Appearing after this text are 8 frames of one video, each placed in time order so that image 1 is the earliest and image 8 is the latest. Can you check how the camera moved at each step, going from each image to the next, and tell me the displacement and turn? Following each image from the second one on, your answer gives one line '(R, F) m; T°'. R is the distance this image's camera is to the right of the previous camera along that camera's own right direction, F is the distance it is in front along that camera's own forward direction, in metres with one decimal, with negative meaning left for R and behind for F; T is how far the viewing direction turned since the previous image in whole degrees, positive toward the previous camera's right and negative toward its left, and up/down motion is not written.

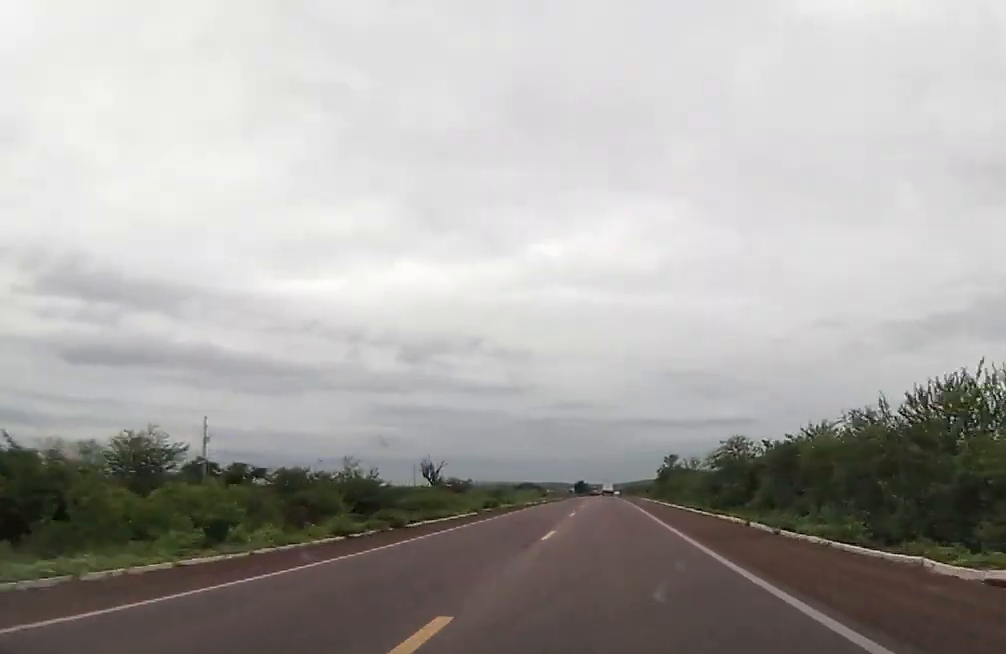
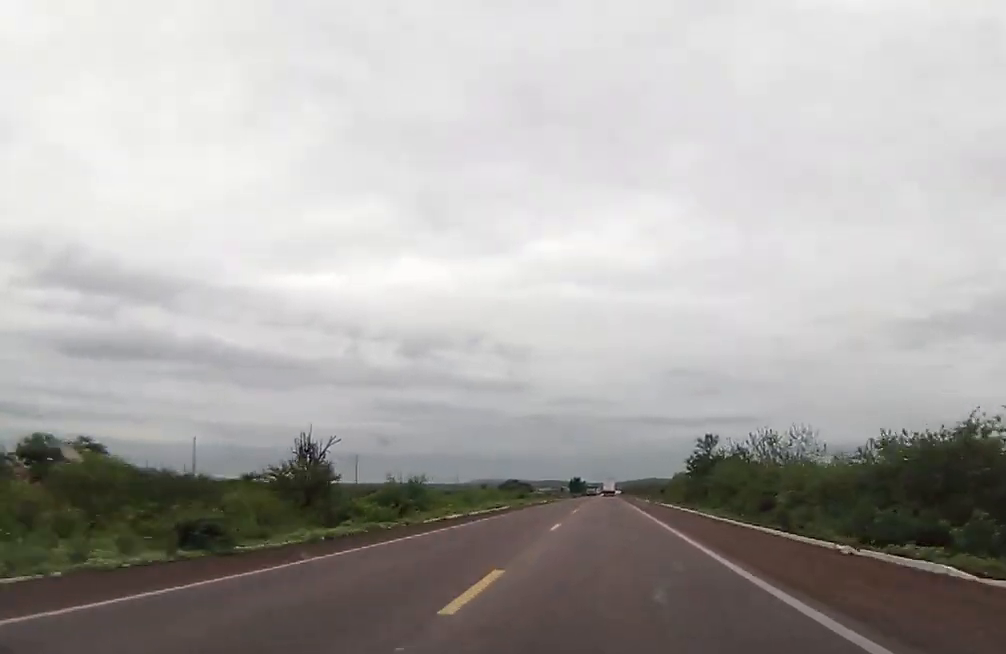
(-0.1, +44.6) m; 0°
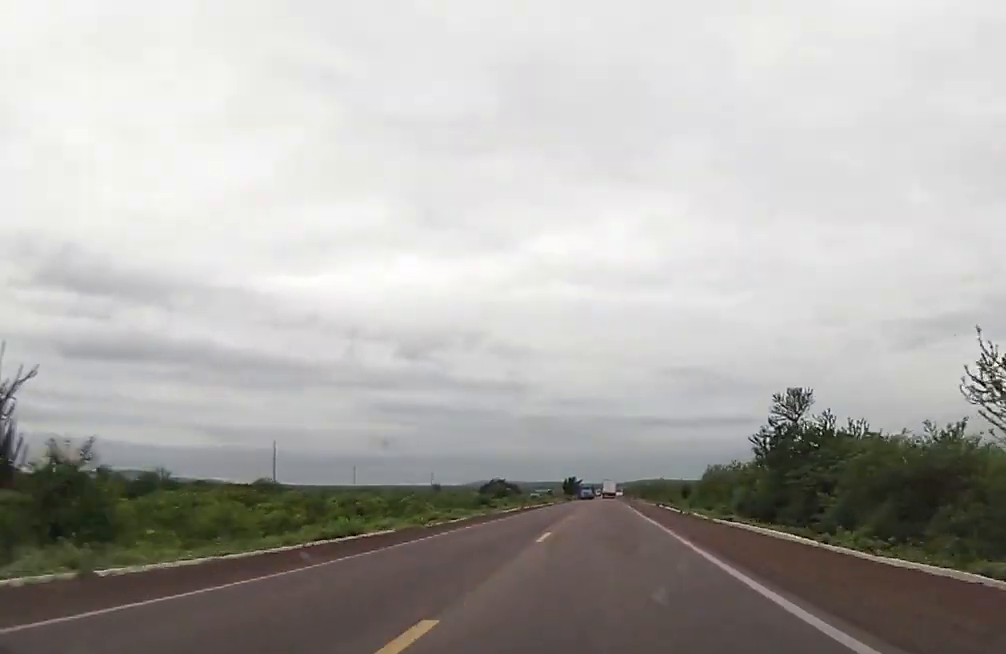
(0.0, +36.8) m; +1°
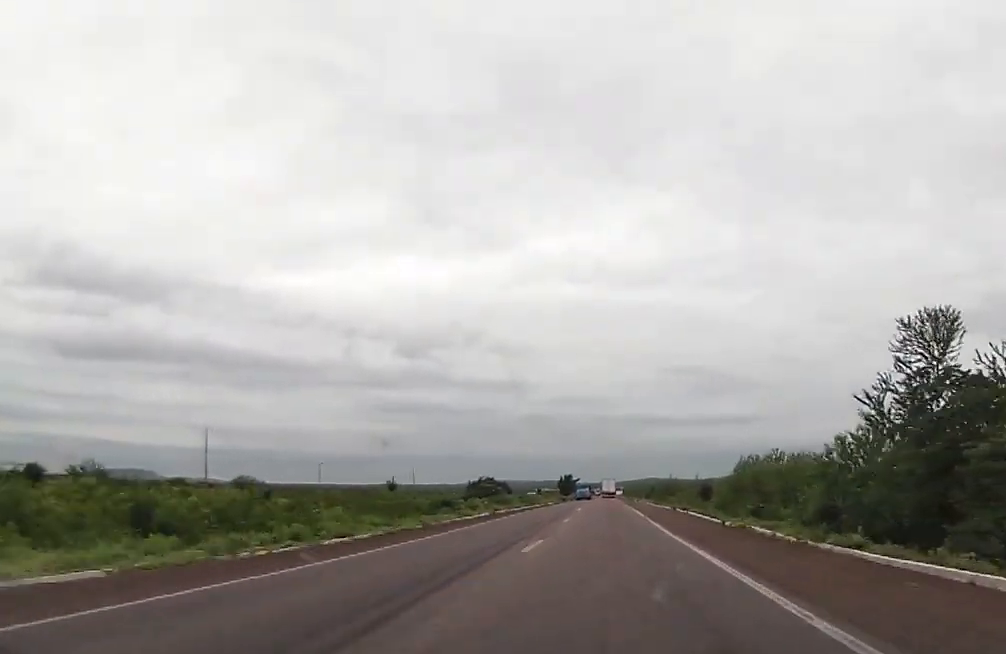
(+0.2, +19.5) m; 0°
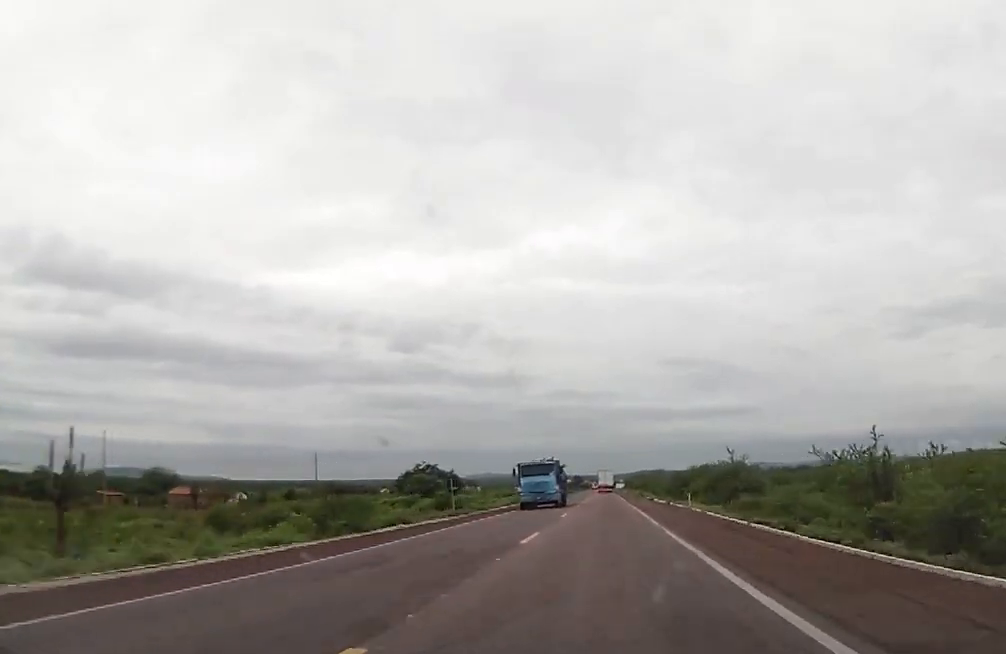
(-0.7, +63.7) m; 0°
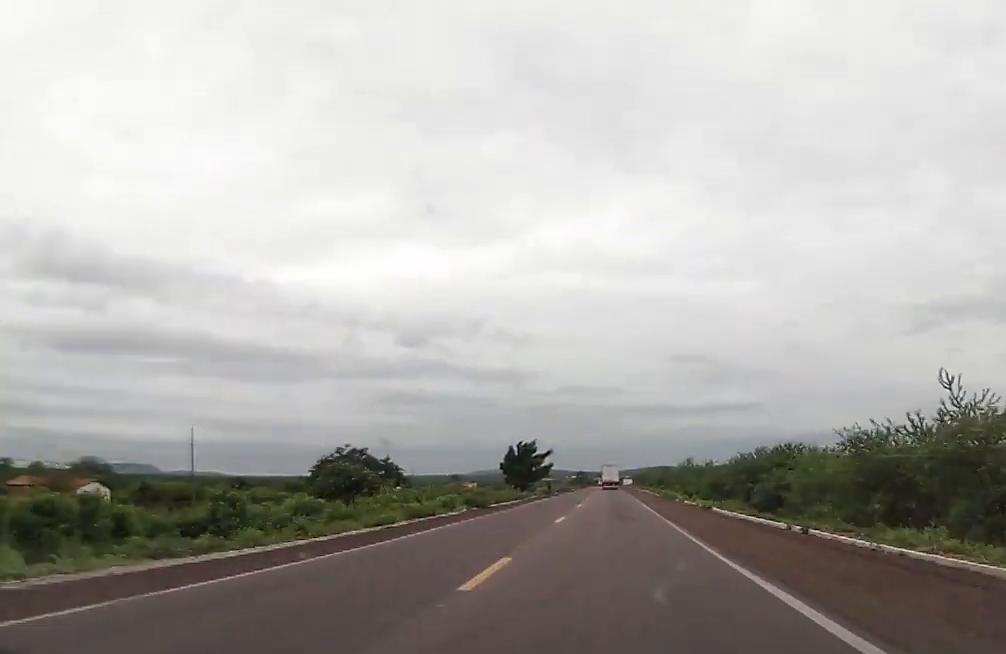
(+0.5, +41.2) m; +1°
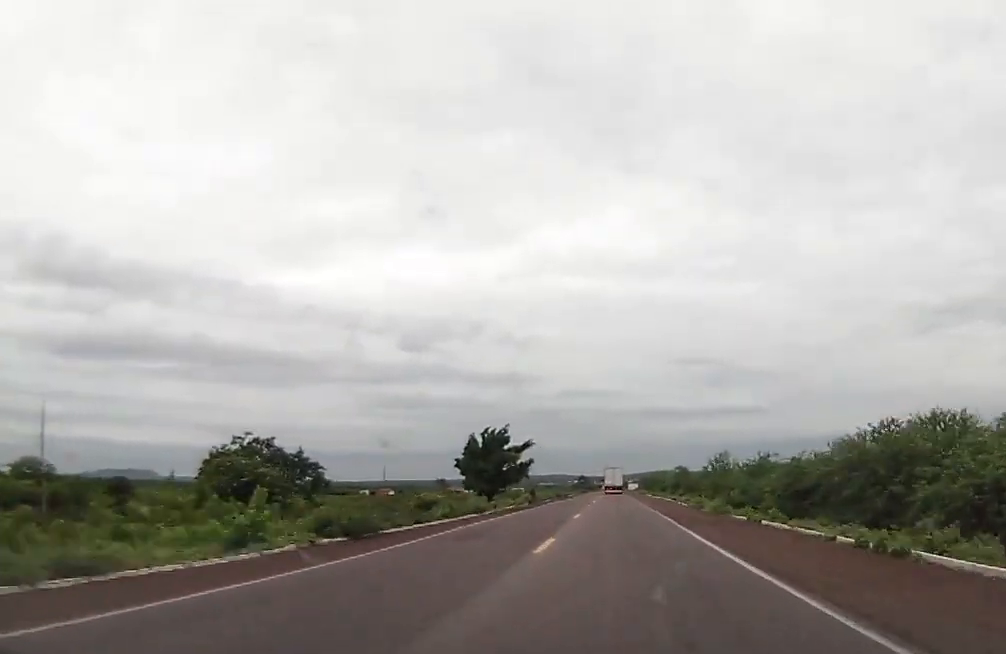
(0.0, +26.7) m; 0°
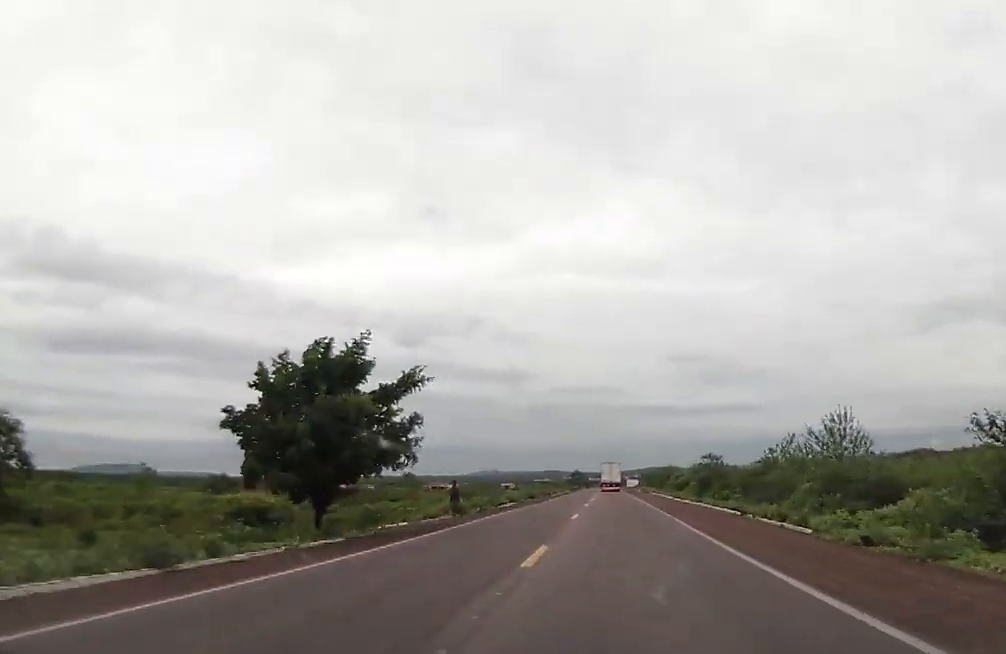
(-0.3, +36.4) m; 0°
